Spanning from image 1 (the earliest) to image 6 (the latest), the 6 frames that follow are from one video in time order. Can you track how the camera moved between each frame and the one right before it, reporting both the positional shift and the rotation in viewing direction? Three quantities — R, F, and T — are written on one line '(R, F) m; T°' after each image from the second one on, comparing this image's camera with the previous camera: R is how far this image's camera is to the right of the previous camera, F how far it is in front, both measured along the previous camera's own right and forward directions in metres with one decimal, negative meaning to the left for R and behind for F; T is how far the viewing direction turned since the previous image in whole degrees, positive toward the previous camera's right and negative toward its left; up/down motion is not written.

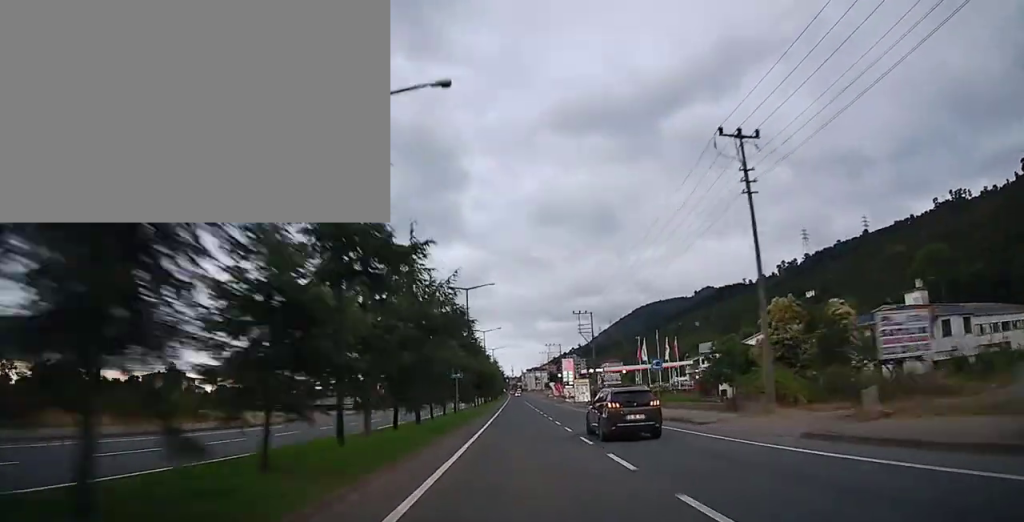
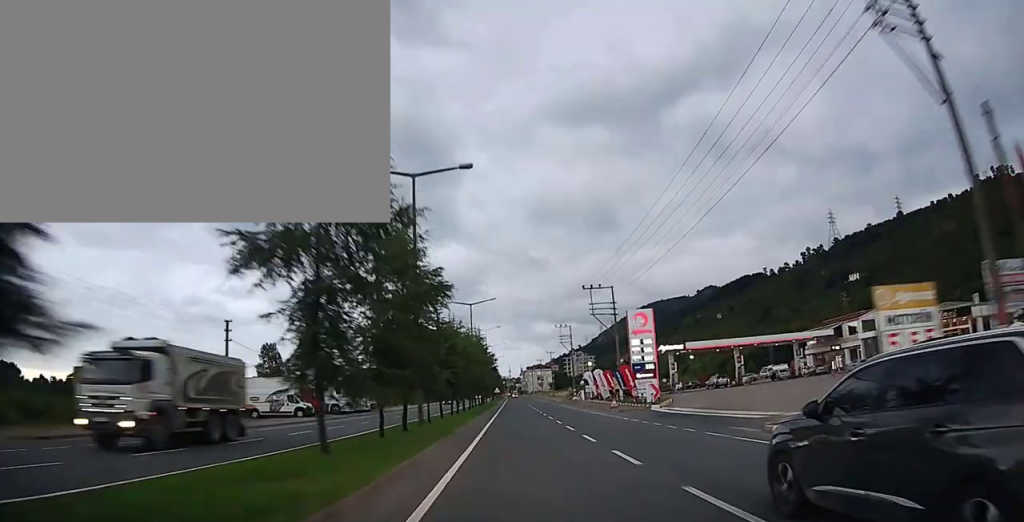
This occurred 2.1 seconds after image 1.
(+0.2, +64.2) m; 0°
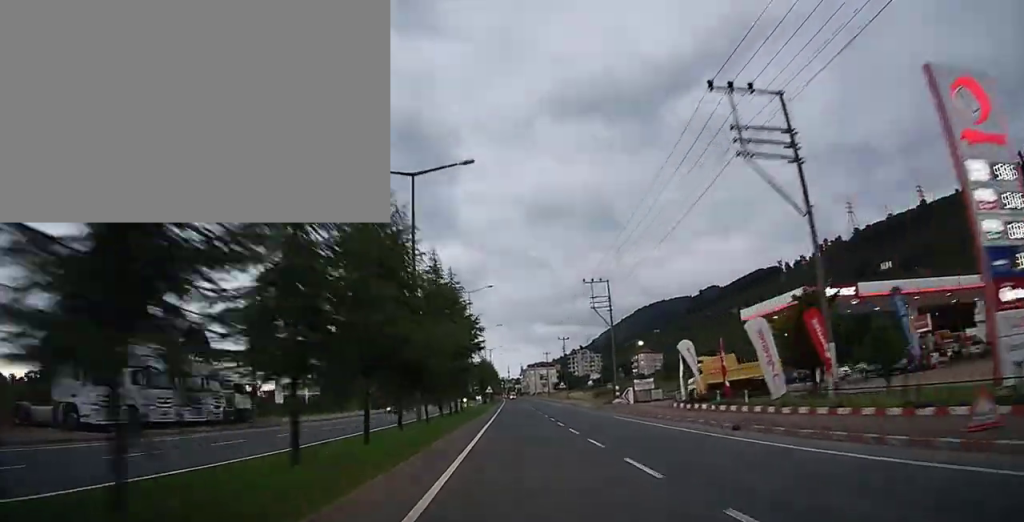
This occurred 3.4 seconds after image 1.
(+0.1, +37.1) m; 0°
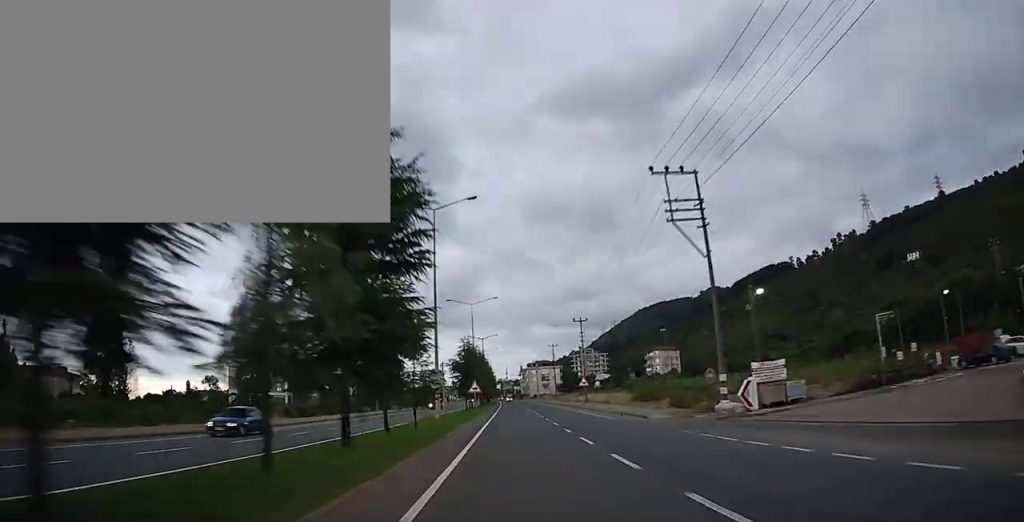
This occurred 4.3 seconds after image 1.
(0.0, +27.0) m; 0°
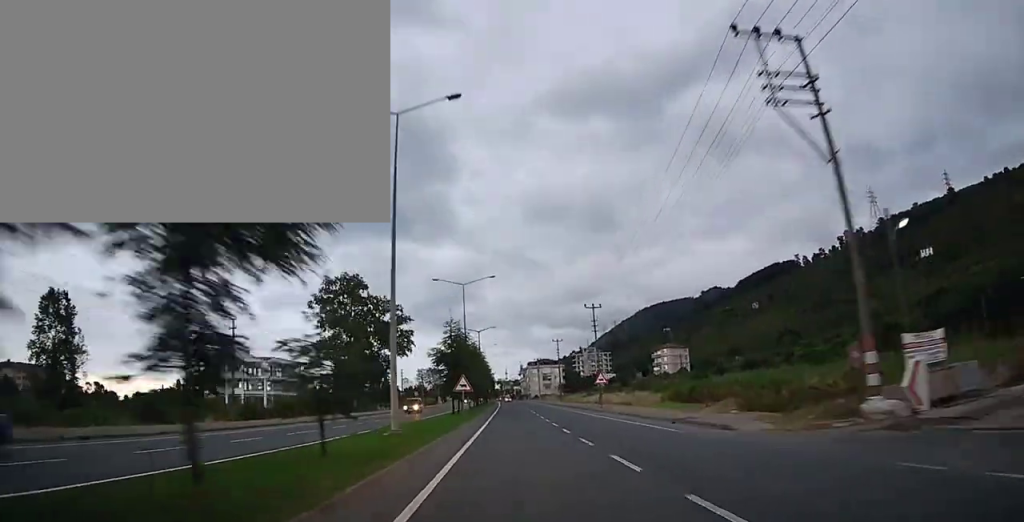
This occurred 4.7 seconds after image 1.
(0.0, +13.0) m; 0°
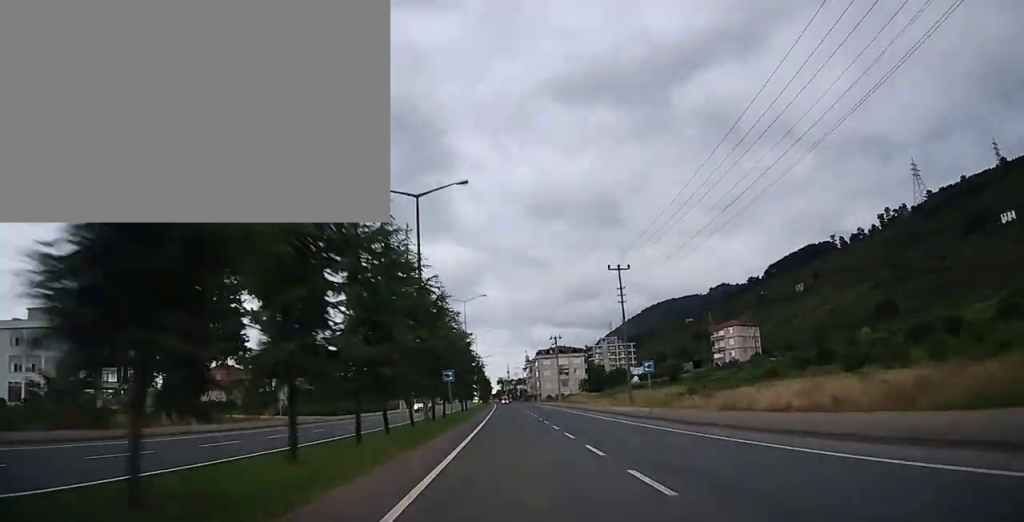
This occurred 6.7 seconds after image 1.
(+0.1, +60.5) m; 0°
